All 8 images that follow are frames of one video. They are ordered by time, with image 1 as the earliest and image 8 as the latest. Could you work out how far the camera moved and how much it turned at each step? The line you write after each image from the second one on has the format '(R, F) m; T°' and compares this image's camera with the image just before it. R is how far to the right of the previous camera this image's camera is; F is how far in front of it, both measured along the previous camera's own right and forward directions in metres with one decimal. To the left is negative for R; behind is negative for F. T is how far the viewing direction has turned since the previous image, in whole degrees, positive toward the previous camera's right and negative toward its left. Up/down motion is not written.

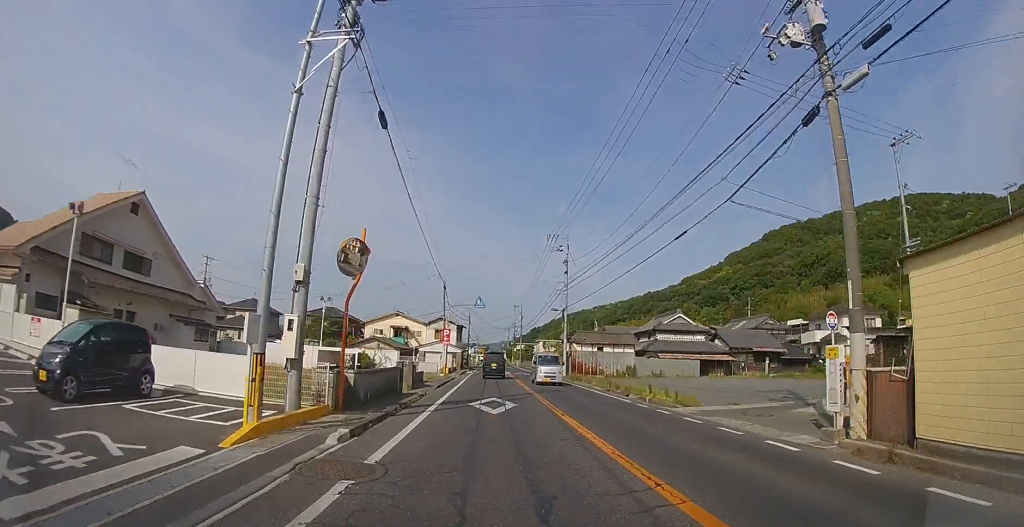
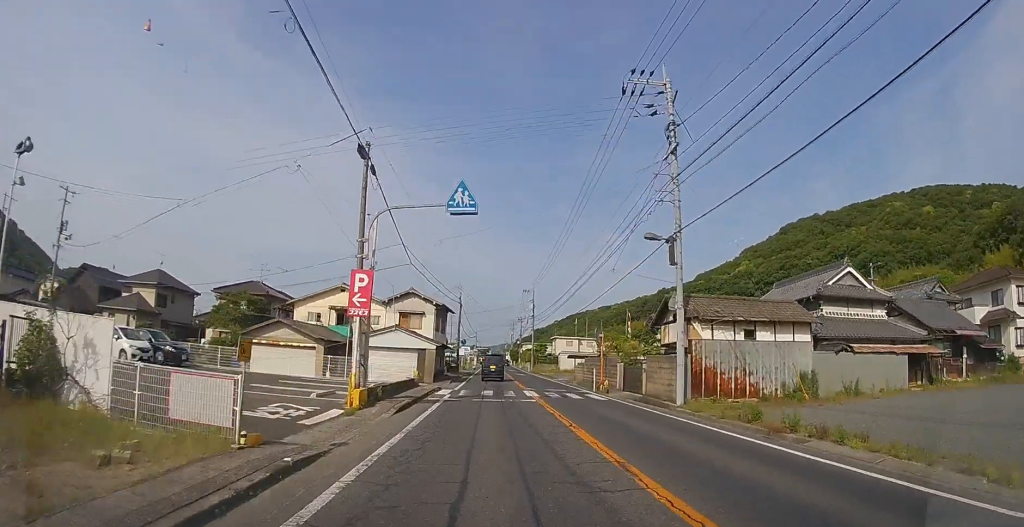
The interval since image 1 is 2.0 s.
(0.0, +26.2) m; 0°
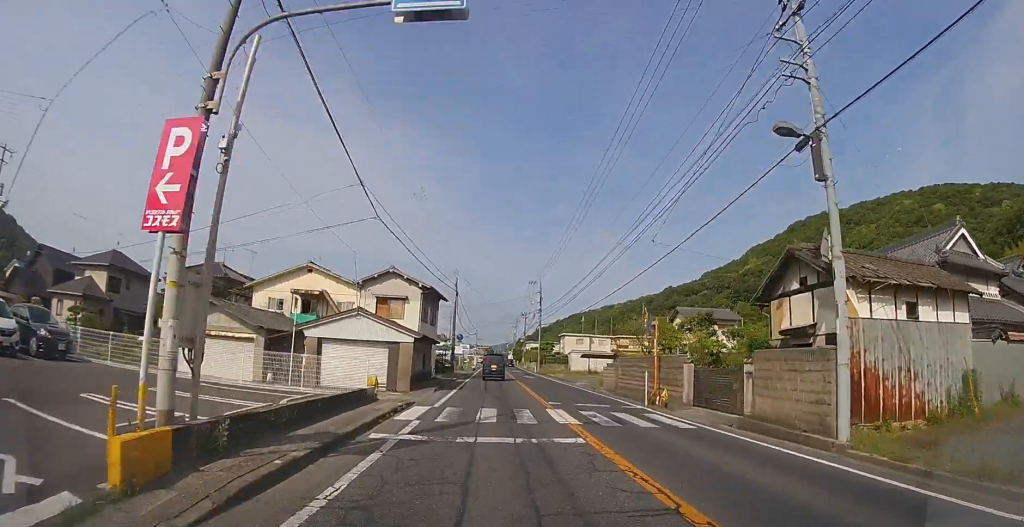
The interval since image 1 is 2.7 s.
(0.0, +8.2) m; 0°
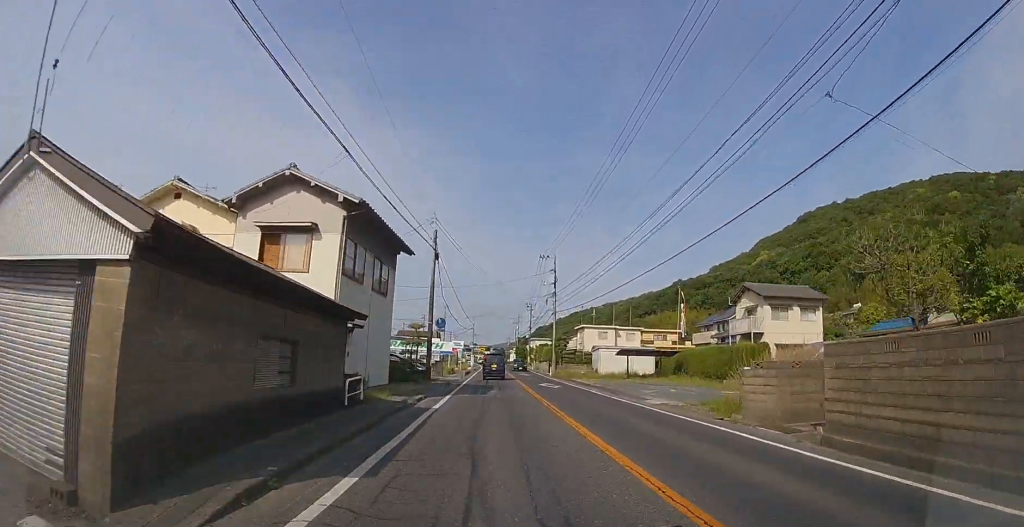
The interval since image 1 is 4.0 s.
(+0.1, +16.2) m; 0°
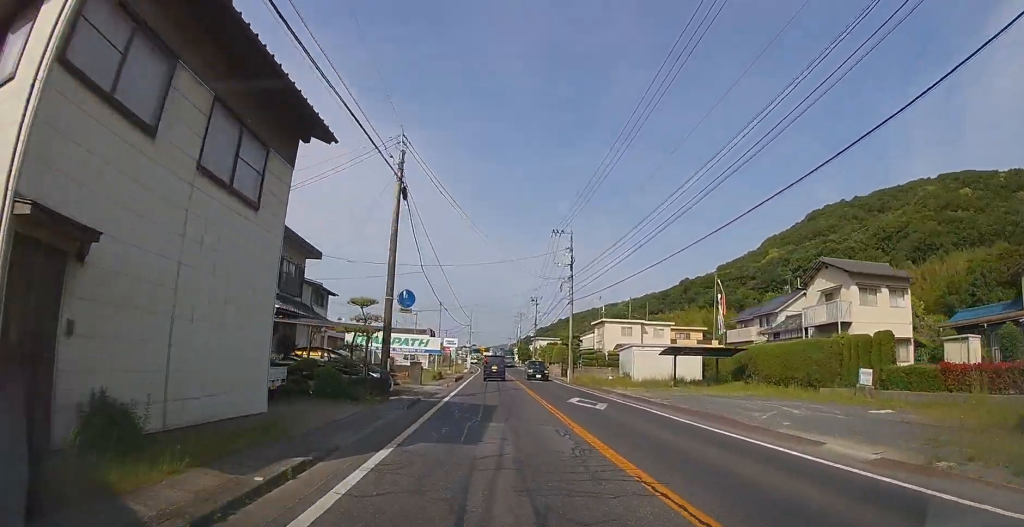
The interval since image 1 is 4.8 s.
(0.0, +10.6) m; 0°
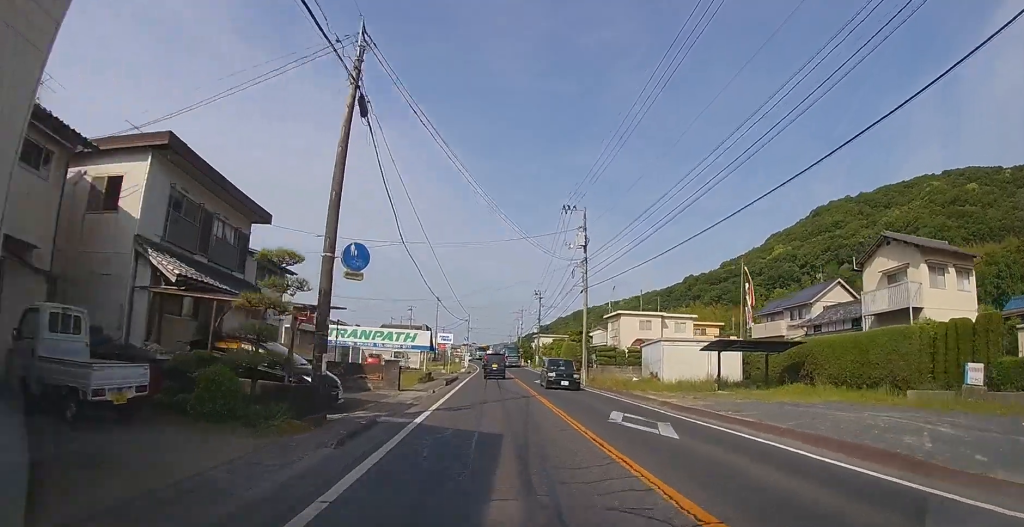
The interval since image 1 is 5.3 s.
(0.0, +6.1) m; 0°
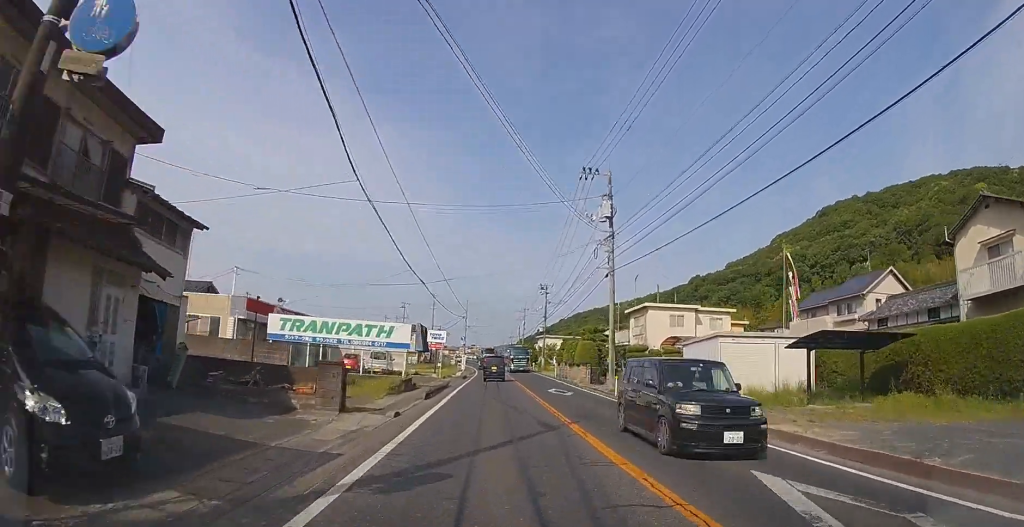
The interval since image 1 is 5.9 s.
(0.0, +7.6) m; 0°
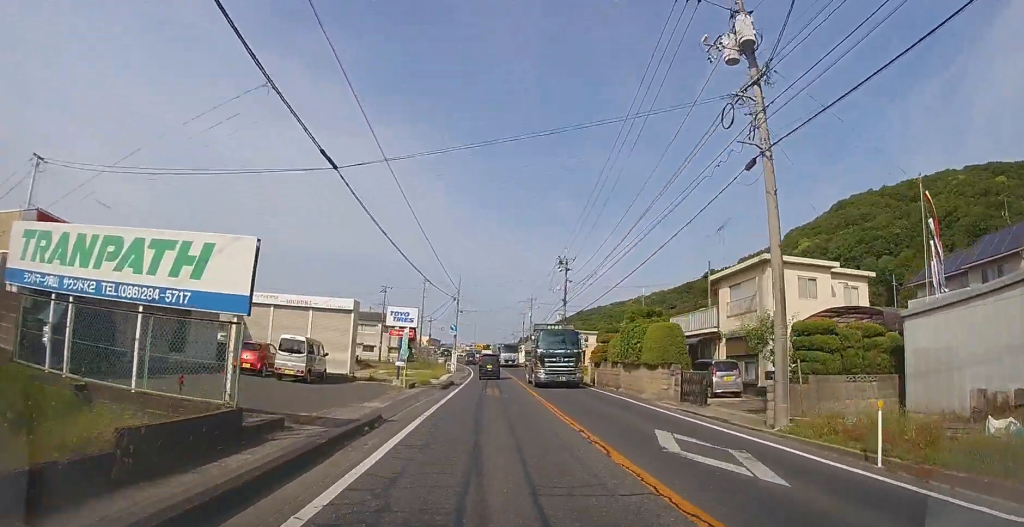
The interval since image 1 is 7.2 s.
(0.0, +16.4) m; 0°
